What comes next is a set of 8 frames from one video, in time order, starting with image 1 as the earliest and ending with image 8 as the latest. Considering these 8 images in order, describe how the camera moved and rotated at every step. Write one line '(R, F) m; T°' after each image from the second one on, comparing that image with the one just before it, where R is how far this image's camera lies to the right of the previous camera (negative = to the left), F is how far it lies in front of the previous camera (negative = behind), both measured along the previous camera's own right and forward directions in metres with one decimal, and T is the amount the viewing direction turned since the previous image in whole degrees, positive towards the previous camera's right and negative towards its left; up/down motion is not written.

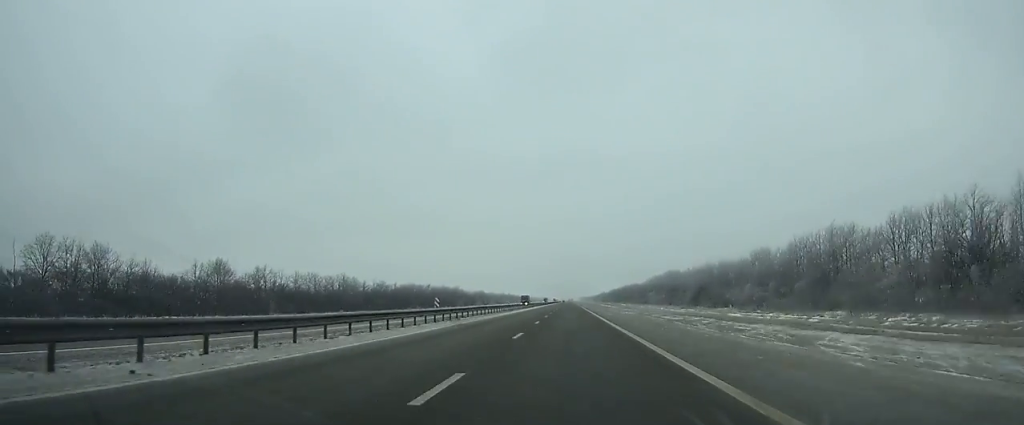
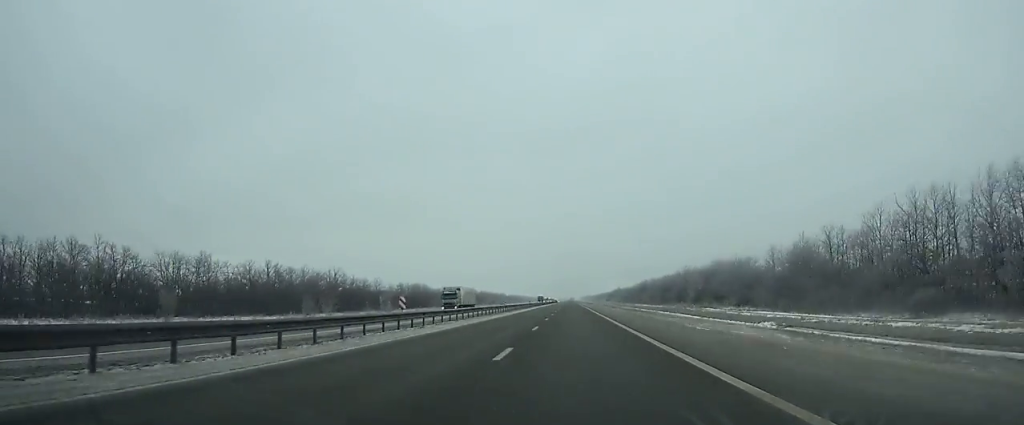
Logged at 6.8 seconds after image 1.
(-0.3, +189.6) m; 0°
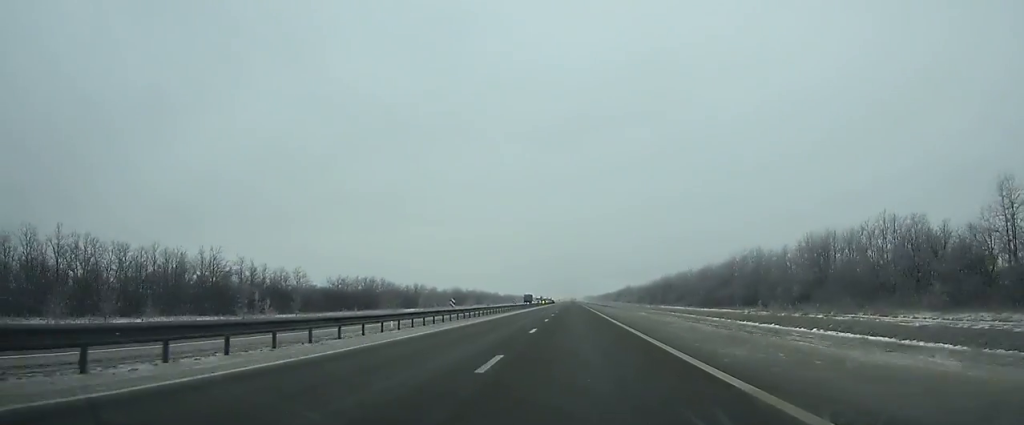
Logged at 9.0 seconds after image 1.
(+0.1, +64.1) m; 0°
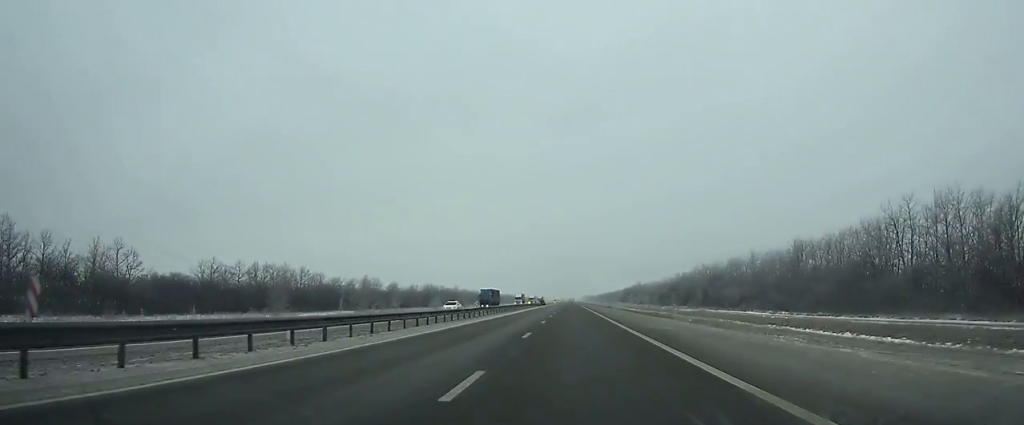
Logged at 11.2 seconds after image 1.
(0.0, +66.7) m; 0°
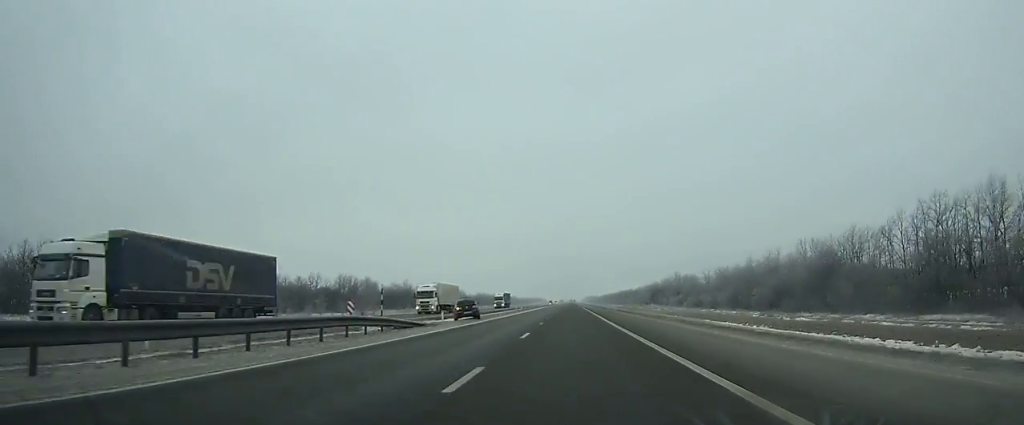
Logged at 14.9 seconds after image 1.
(+0.3, +115.1) m; 0°
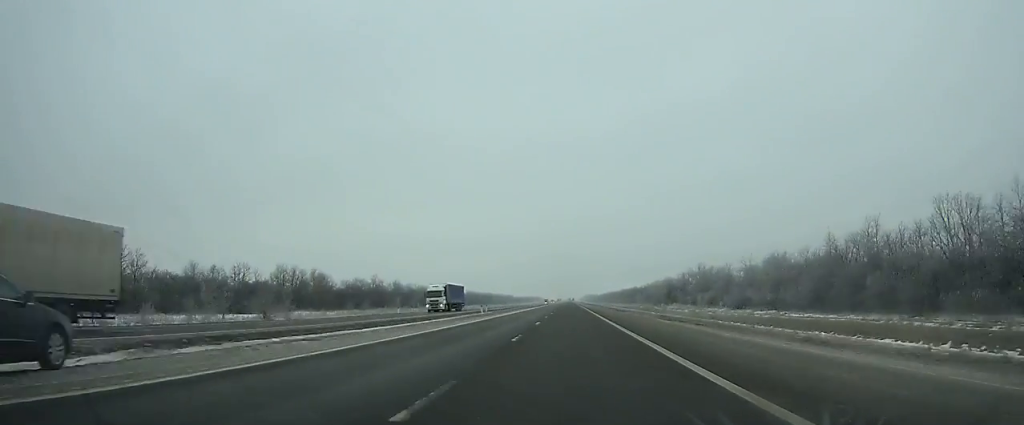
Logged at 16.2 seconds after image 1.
(0.0, +40.1) m; 0°
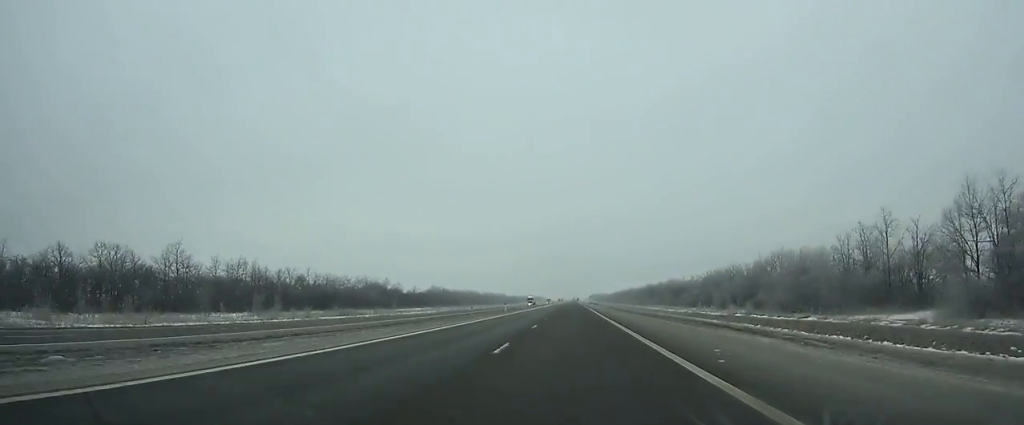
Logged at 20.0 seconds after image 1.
(-0.1, +119.2) m; 0°
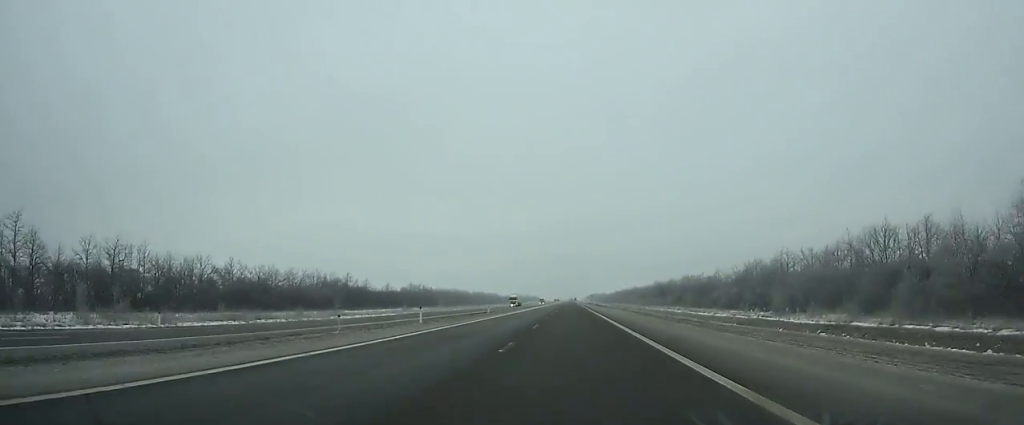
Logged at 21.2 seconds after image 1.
(0.0, +38.0) m; 0°
